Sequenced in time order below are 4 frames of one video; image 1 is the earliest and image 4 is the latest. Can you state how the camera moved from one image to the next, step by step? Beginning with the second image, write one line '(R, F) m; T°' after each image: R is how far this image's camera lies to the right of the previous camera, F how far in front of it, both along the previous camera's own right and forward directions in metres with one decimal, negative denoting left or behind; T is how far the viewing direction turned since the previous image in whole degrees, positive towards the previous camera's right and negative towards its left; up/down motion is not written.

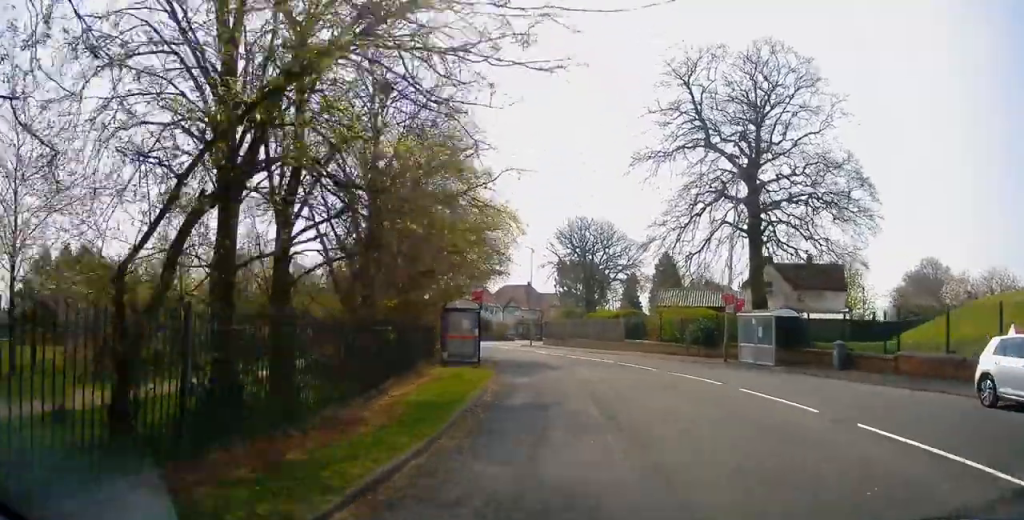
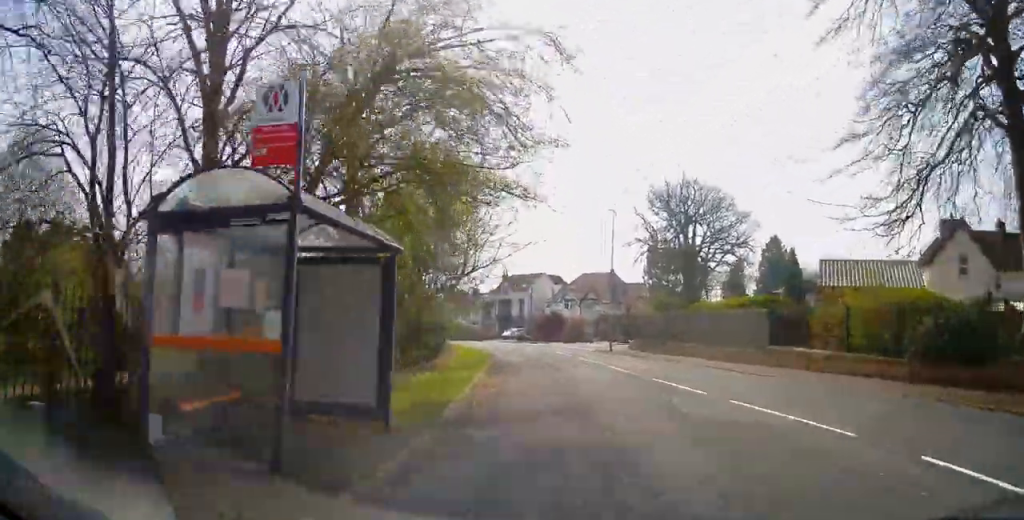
(-1.5, +20.1) m; -8°
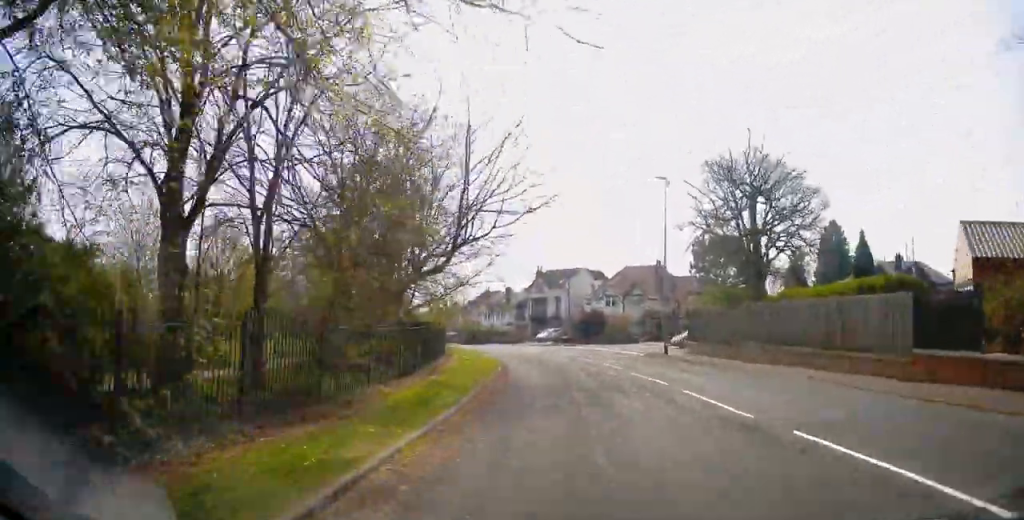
(-0.5, +9.6) m; -4°
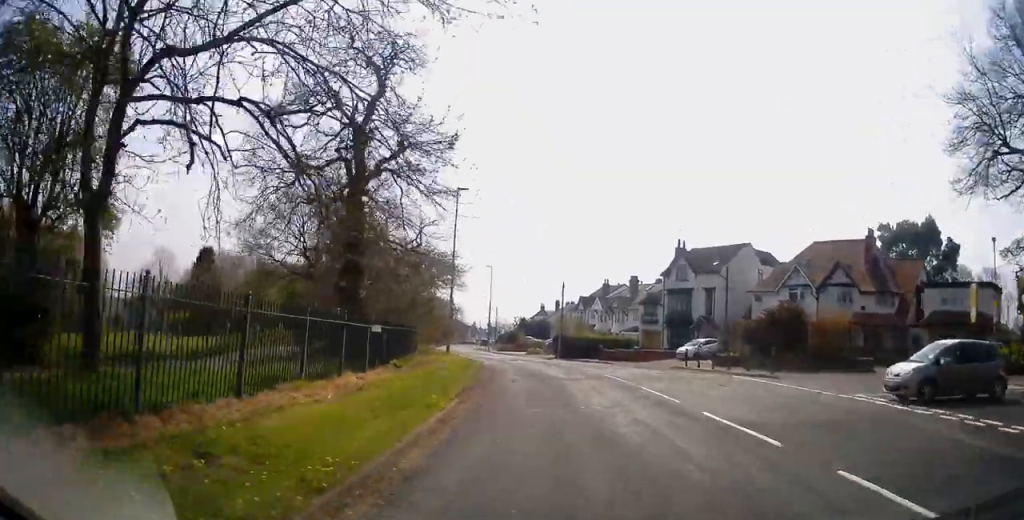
(-2.3, +30.6) m; -11°
